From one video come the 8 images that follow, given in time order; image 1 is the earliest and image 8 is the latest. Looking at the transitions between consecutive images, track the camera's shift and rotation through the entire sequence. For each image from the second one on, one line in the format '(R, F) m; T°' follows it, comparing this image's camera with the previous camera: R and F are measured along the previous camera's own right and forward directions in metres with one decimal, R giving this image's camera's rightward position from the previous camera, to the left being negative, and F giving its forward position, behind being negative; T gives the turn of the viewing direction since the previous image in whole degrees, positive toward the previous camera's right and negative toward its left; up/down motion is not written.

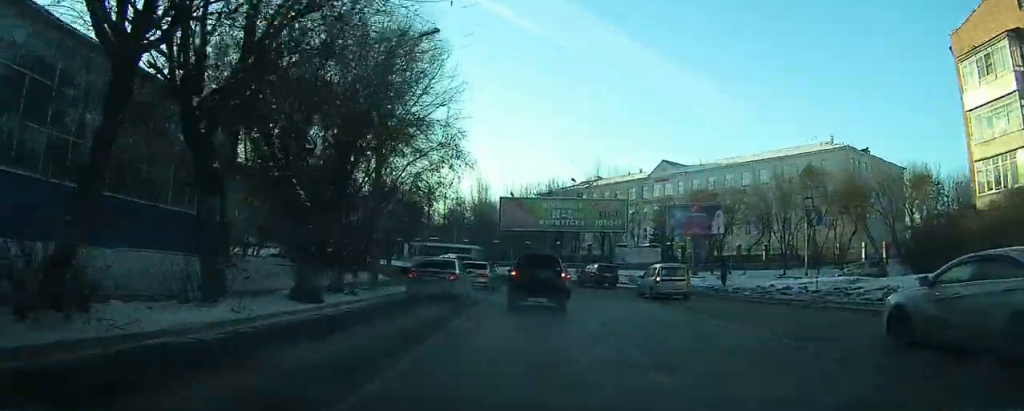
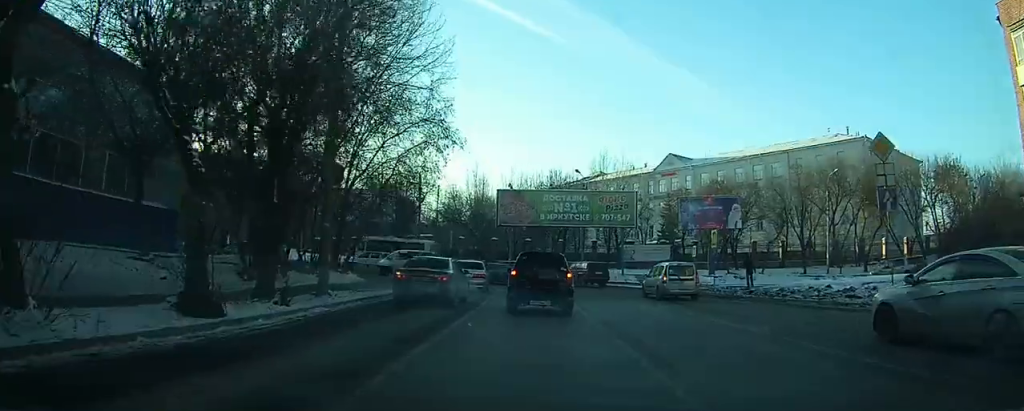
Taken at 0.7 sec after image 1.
(0.0, +5.2) m; +1°
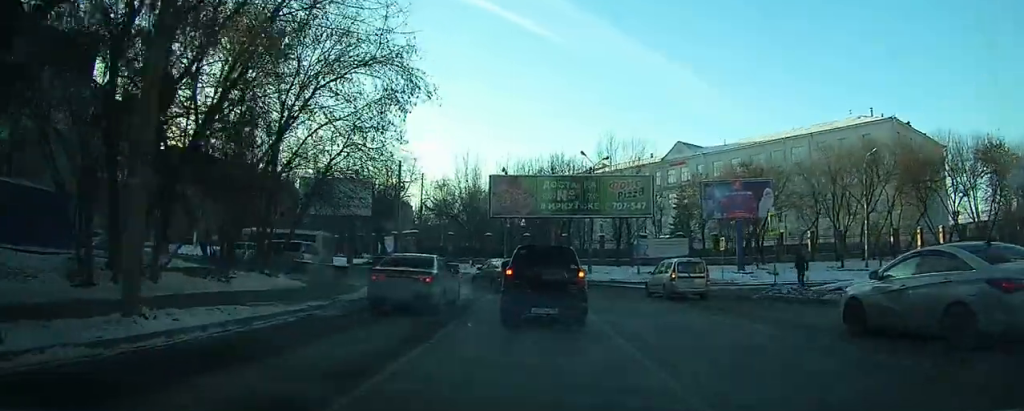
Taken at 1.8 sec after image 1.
(+0.1, +8.1) m; +1°
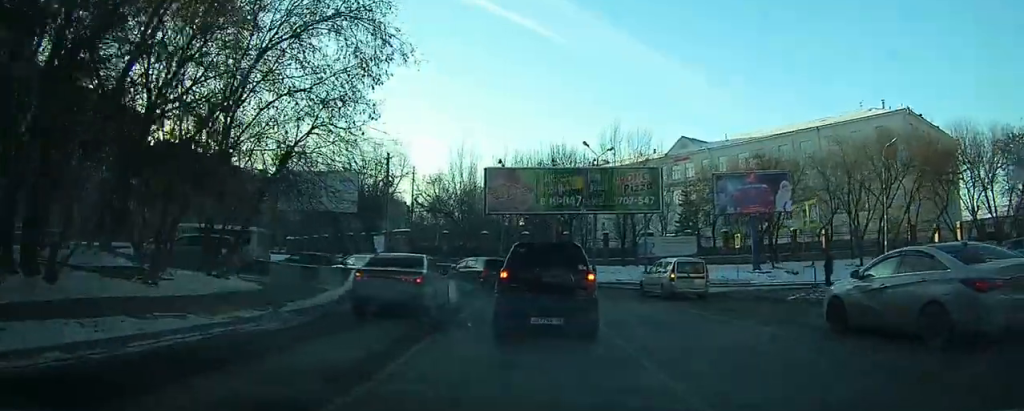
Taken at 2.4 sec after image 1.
(0.0, +3.7) m; 0°
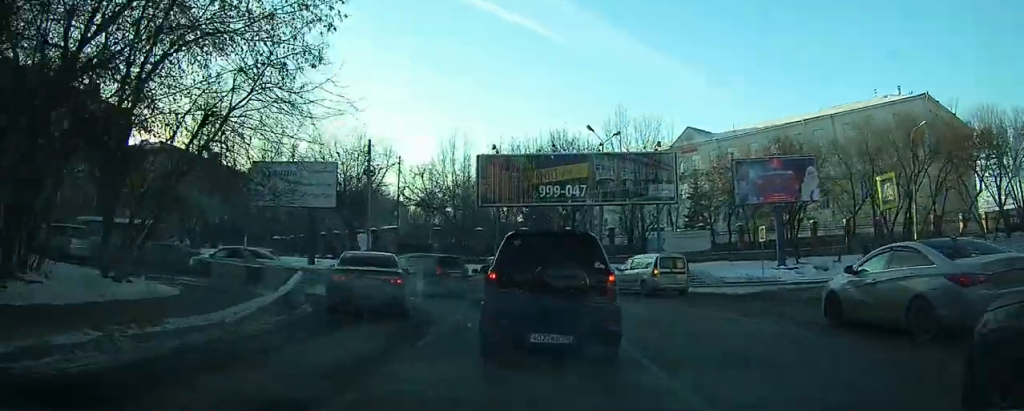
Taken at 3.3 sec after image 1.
(0.0, +5.4) m; -1°
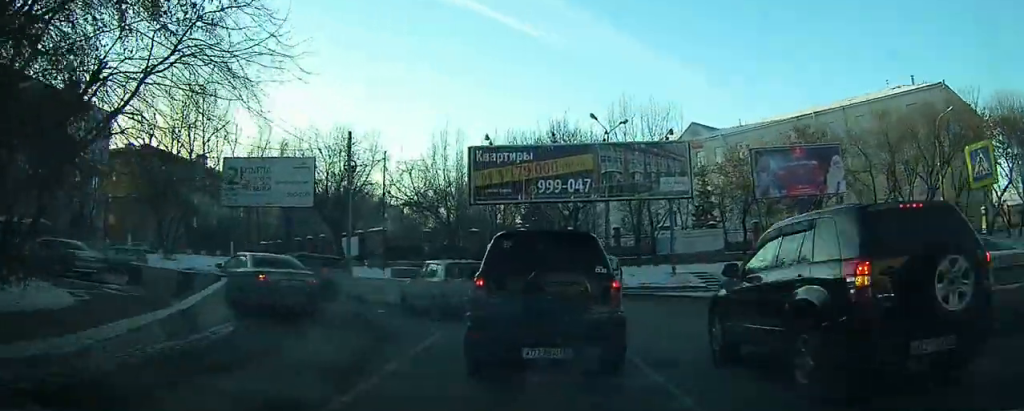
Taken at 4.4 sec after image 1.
(-0.1, +5.5) m; -2°
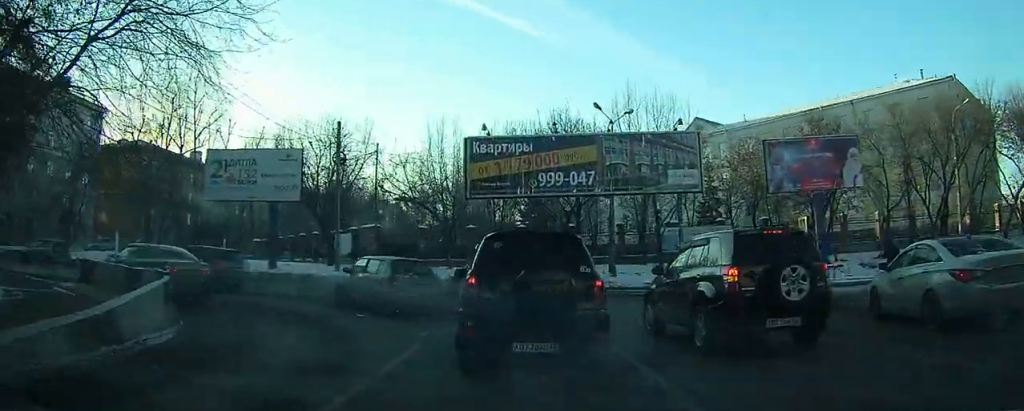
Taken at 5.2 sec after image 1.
(0.0, +3.1) m; 0°
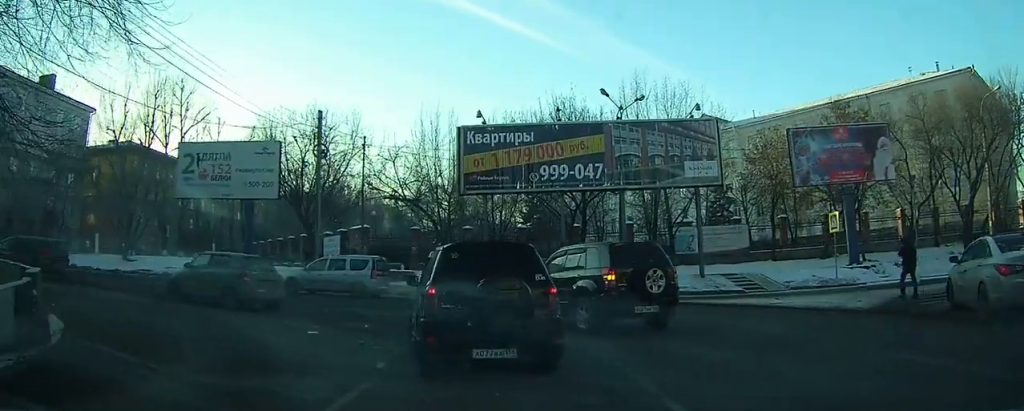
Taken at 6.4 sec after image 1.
(0.0, +4.0) m; 0°
